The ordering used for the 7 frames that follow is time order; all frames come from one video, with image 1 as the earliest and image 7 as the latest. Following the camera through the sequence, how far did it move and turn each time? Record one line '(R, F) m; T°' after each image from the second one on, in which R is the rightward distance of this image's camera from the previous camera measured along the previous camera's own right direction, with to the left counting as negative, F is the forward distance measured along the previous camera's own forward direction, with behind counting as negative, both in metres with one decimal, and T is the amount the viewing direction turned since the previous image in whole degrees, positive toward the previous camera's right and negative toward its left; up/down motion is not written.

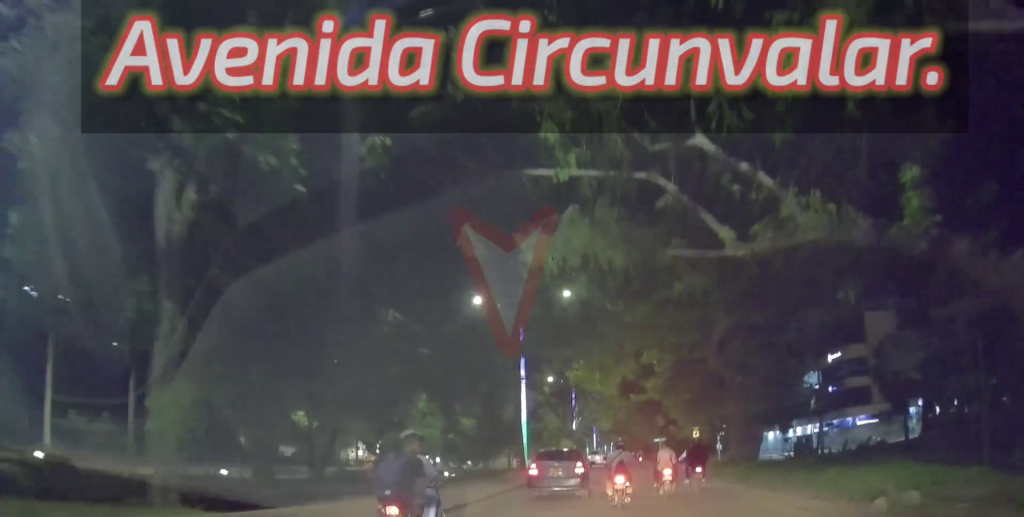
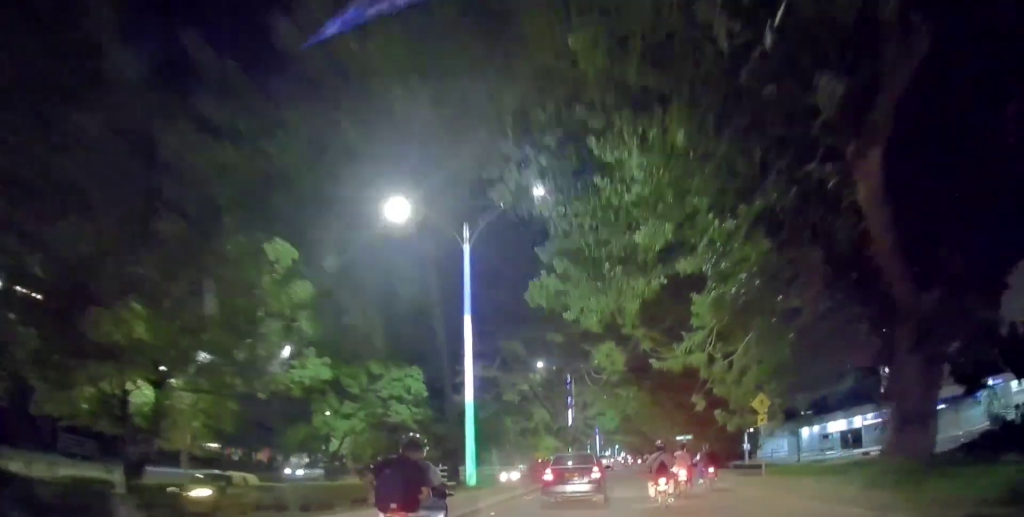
(+1.2, +15.8) m; +6°
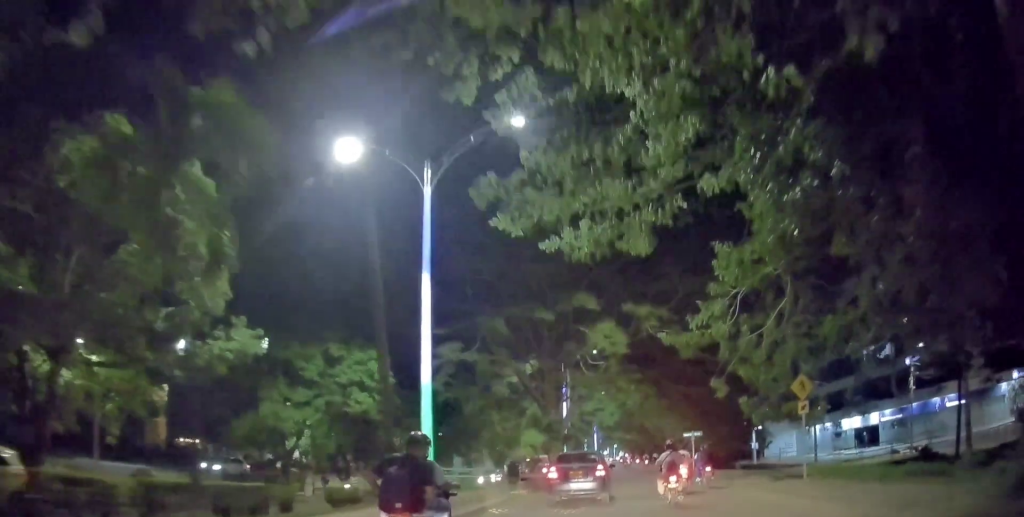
(-0.1, +4.2) m; -2°
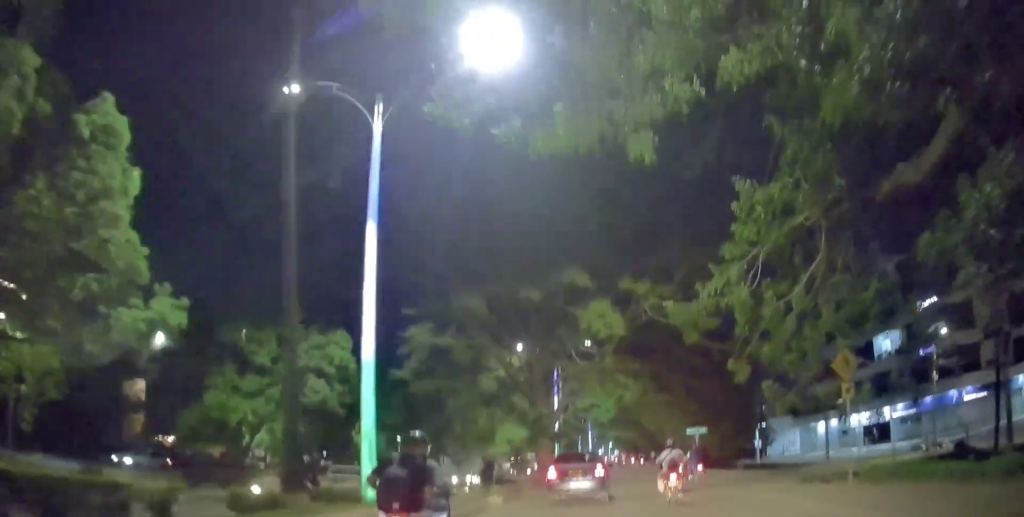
(-0.1, +3.6) m; -3°
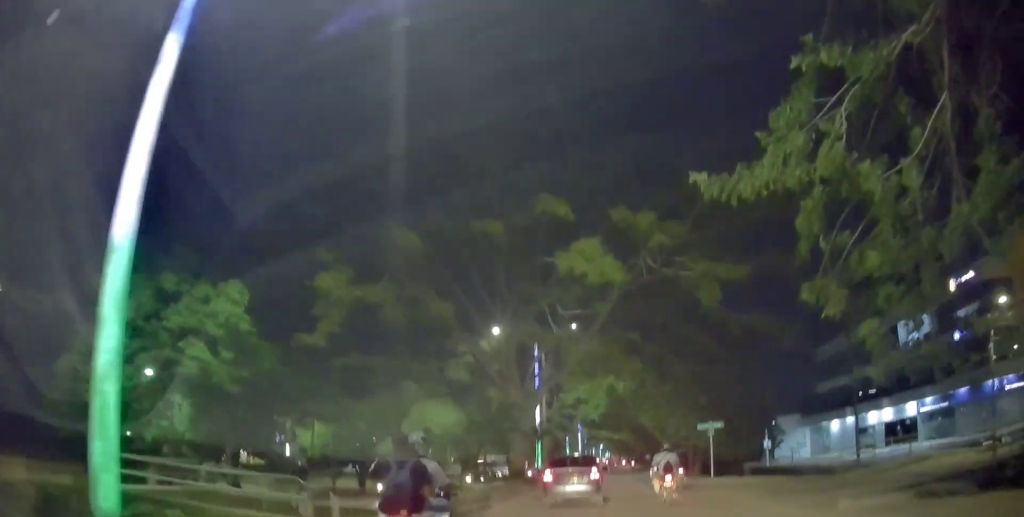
(-0.4, +6.4) m; -3°
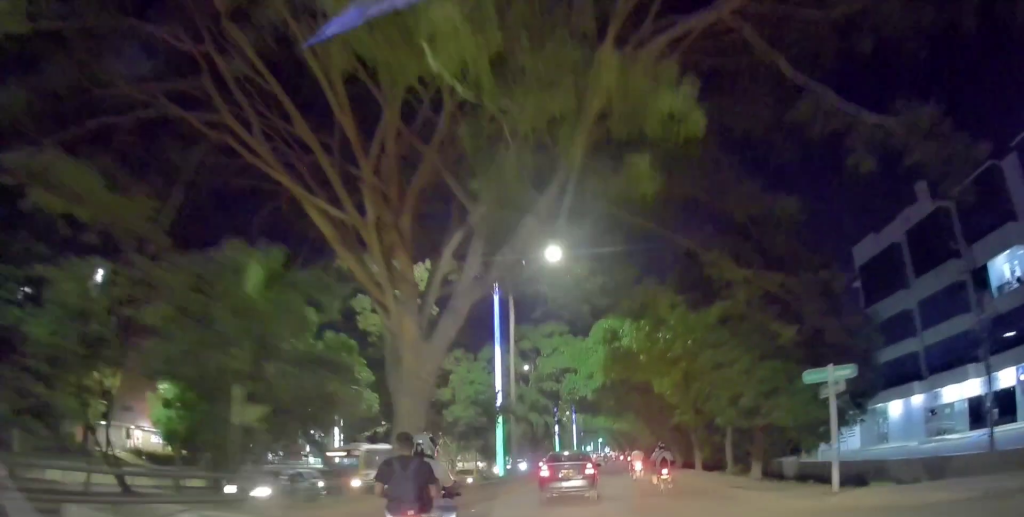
(+0.3, +13.9) m; +3°
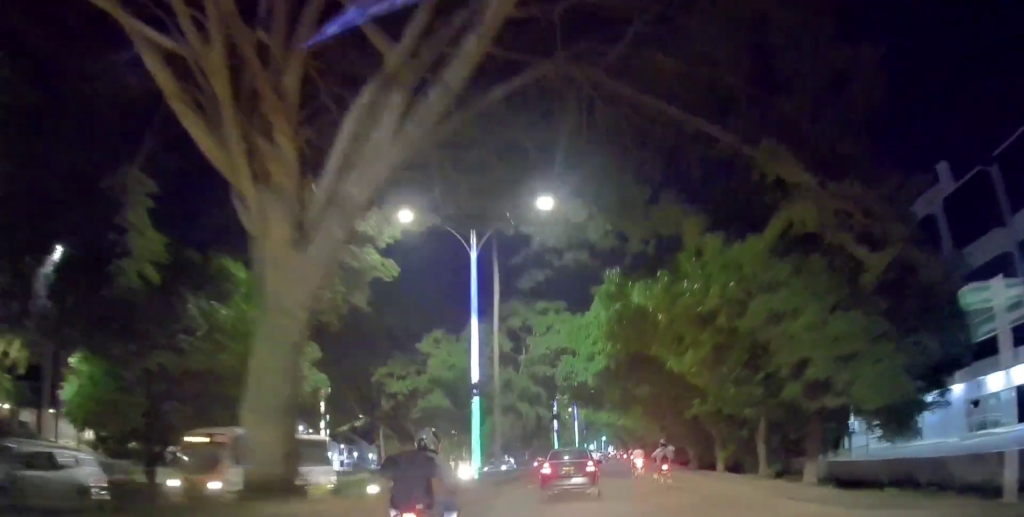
(+0.1, +6.2) m; 0°
